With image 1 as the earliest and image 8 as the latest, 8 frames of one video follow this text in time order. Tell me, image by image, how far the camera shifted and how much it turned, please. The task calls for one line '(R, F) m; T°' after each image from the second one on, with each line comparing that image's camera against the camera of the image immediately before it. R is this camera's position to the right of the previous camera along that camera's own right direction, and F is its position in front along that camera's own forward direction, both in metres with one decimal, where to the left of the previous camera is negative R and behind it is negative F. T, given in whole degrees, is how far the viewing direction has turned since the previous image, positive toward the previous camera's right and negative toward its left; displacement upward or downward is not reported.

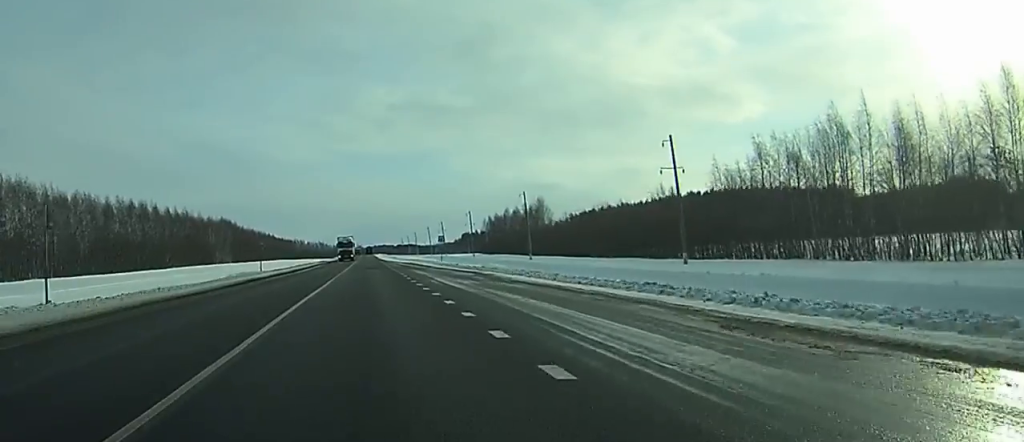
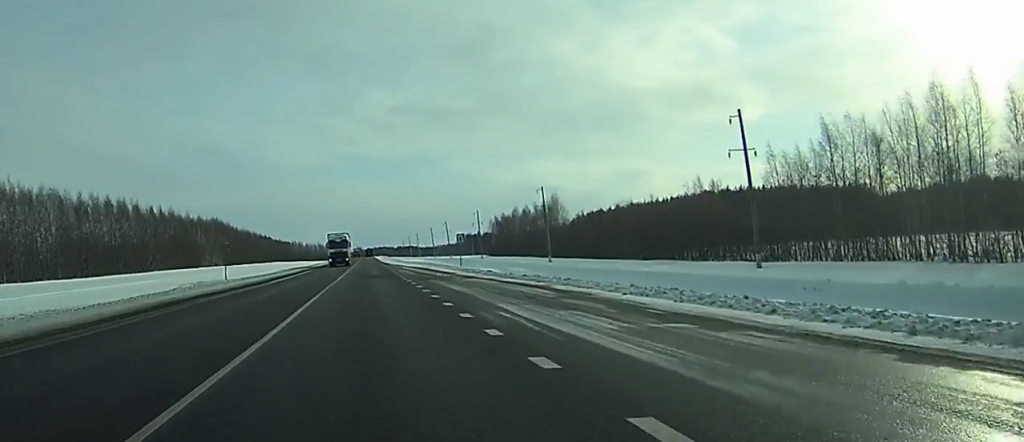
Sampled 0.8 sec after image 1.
(0.0, +18.5) m; 0°
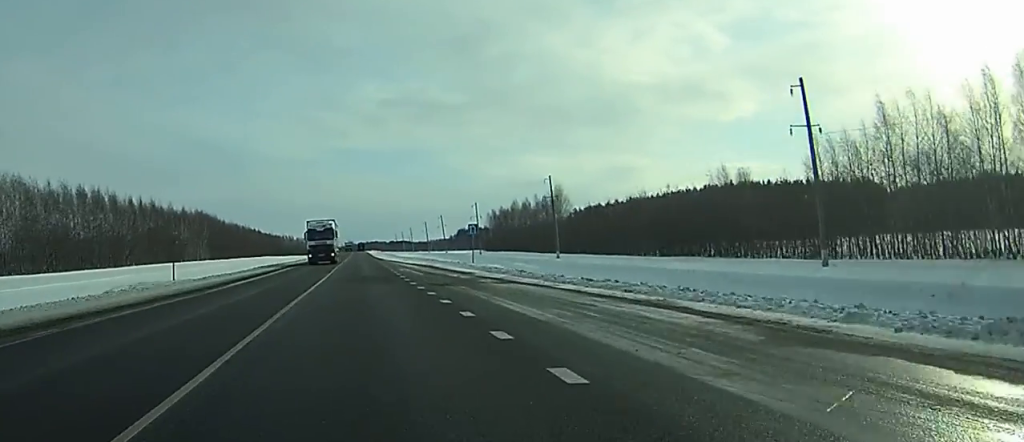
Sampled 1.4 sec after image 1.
(0.0, +13.1) m; 0°
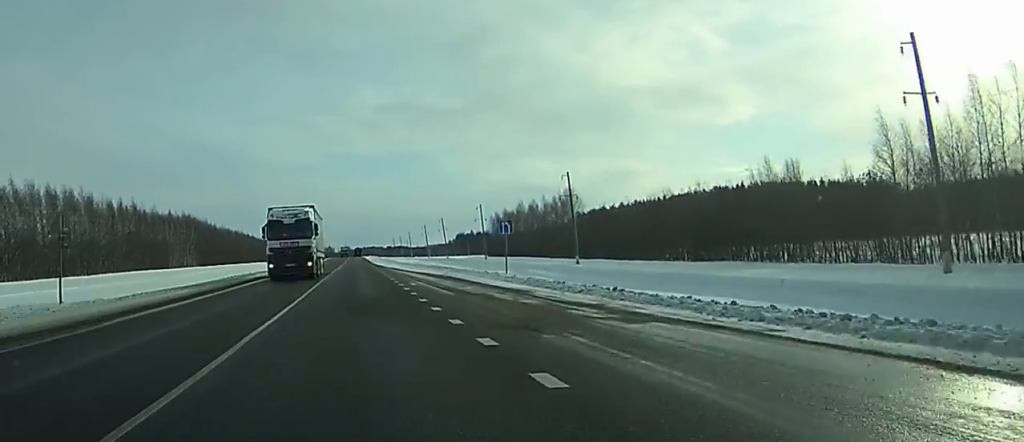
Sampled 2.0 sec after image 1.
(+0.1, +15.4) m; 0°
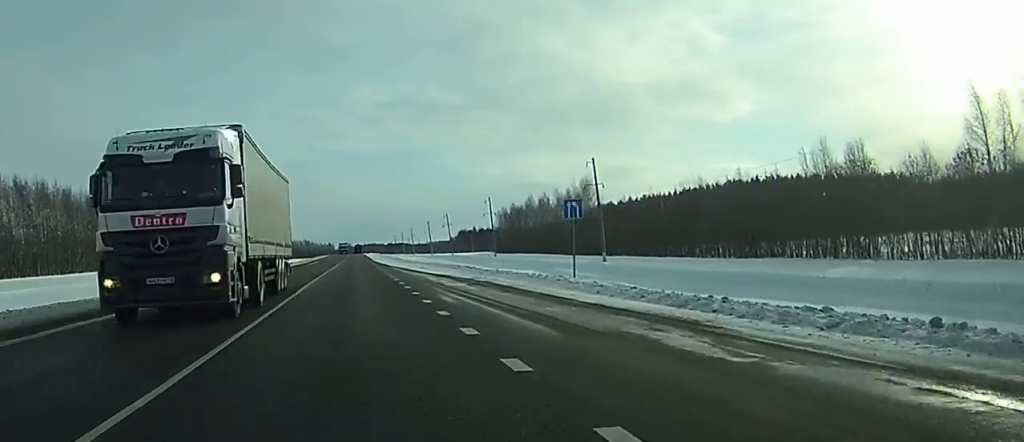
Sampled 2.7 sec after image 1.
(0.0, +14.7) m; 0°
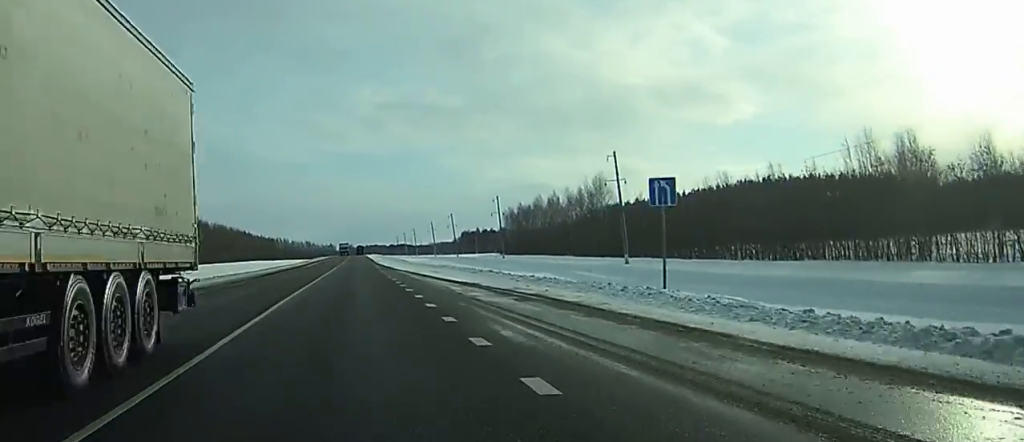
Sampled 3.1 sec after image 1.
(0.0, +9.3) m; 0°
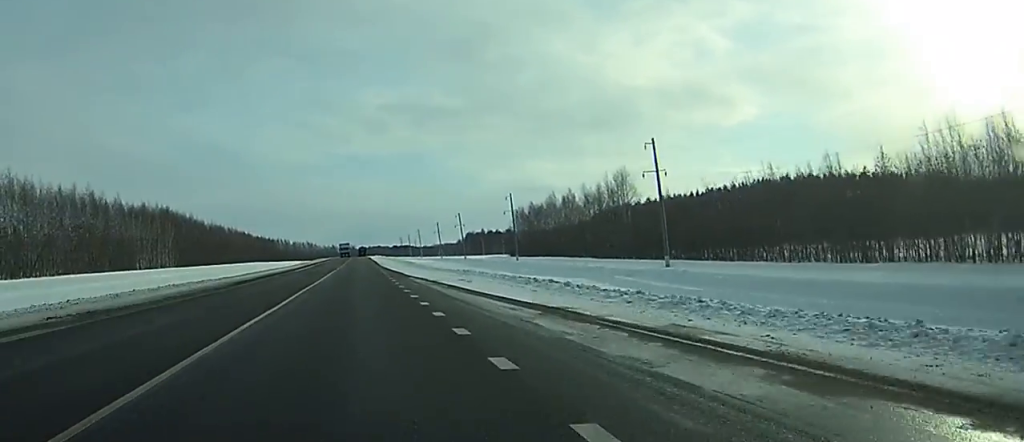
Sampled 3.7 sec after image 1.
(0.0, +14.0) m; 0°
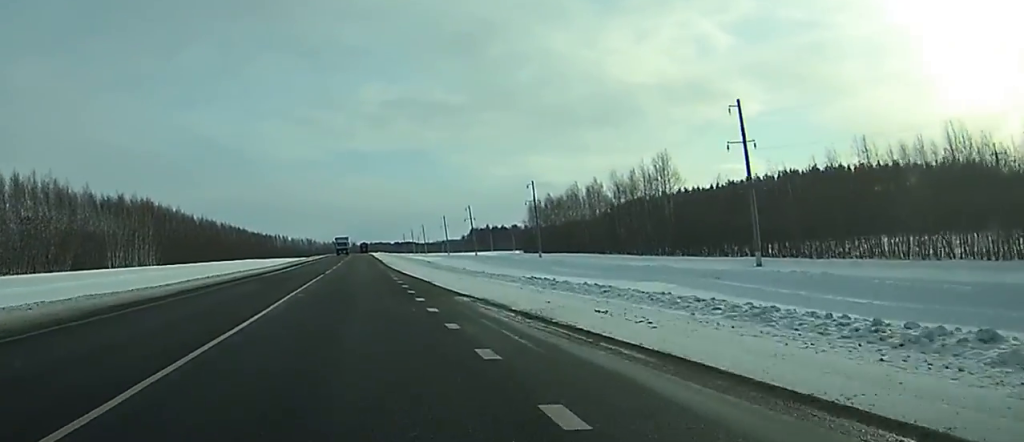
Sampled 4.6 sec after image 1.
(0.0, +22.6) m; 0°
